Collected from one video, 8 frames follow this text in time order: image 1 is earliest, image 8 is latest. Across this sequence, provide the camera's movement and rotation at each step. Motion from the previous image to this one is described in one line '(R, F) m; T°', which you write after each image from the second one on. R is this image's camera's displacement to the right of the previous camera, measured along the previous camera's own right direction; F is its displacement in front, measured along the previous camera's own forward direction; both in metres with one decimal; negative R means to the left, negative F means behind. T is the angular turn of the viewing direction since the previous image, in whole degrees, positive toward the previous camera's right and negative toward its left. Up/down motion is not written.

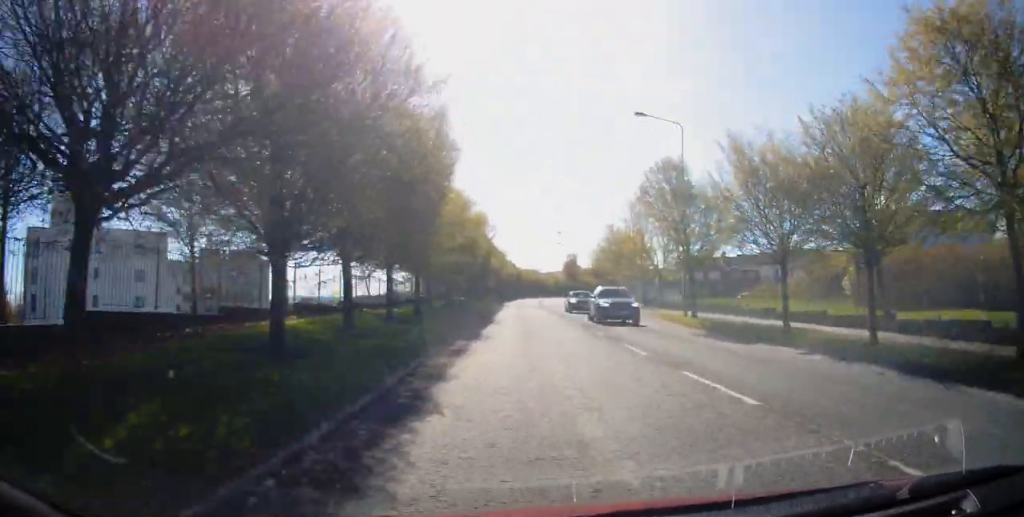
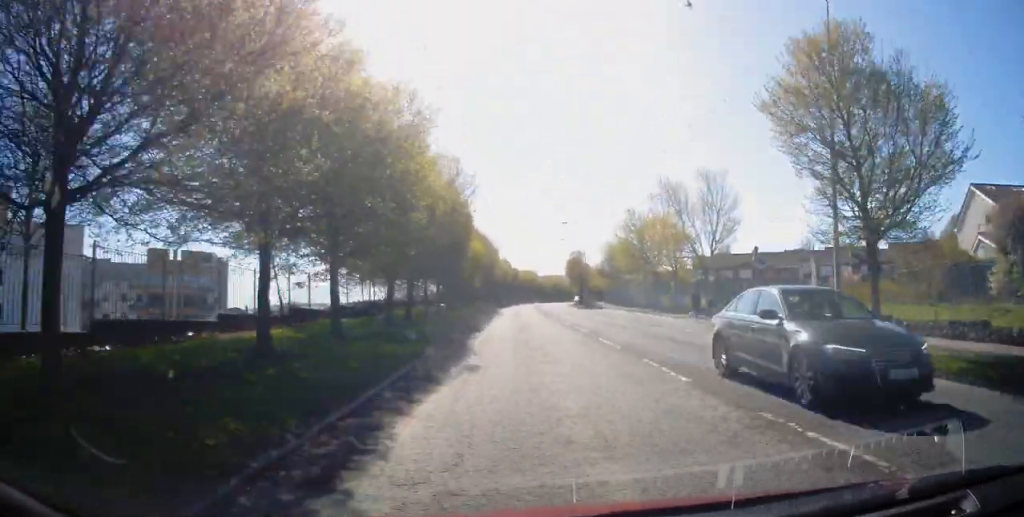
(+1.3, +15.3) m; +5°
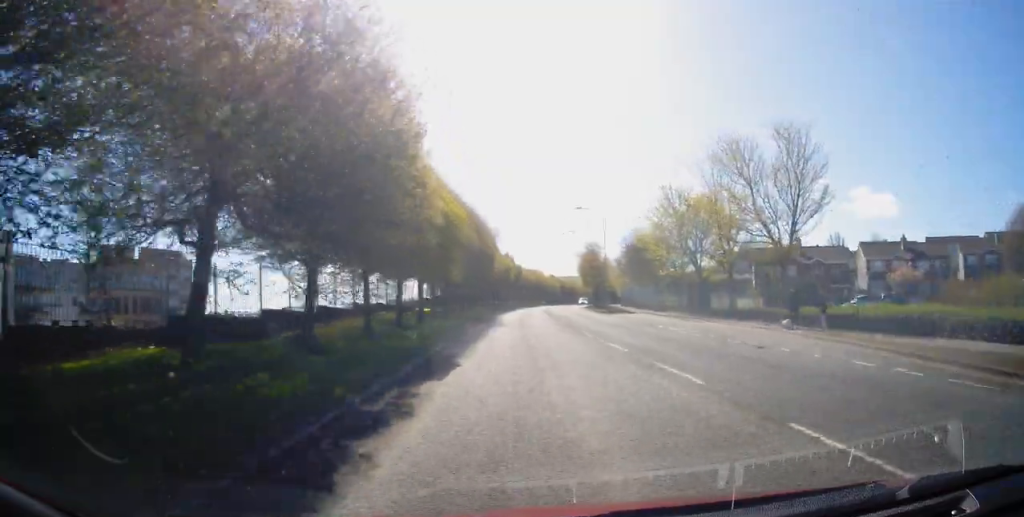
(-0.1, +12.4) m; +1°
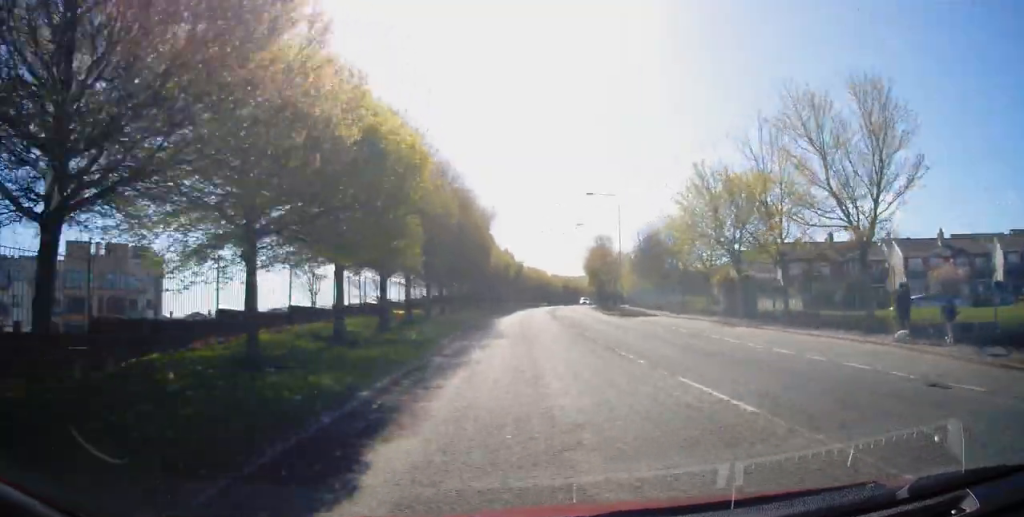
(-0.4, +7.7) m; +2°
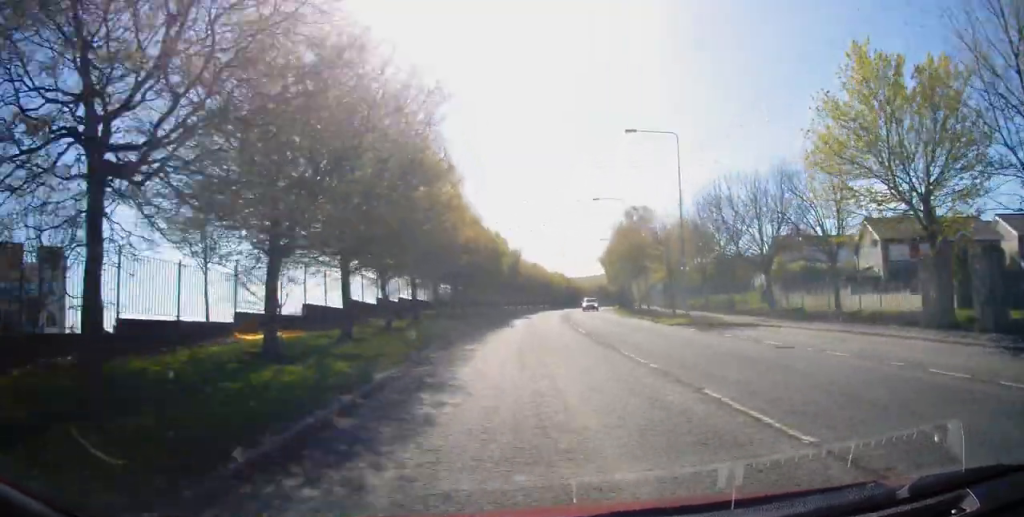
(+1.1, +18.7) m; 0°
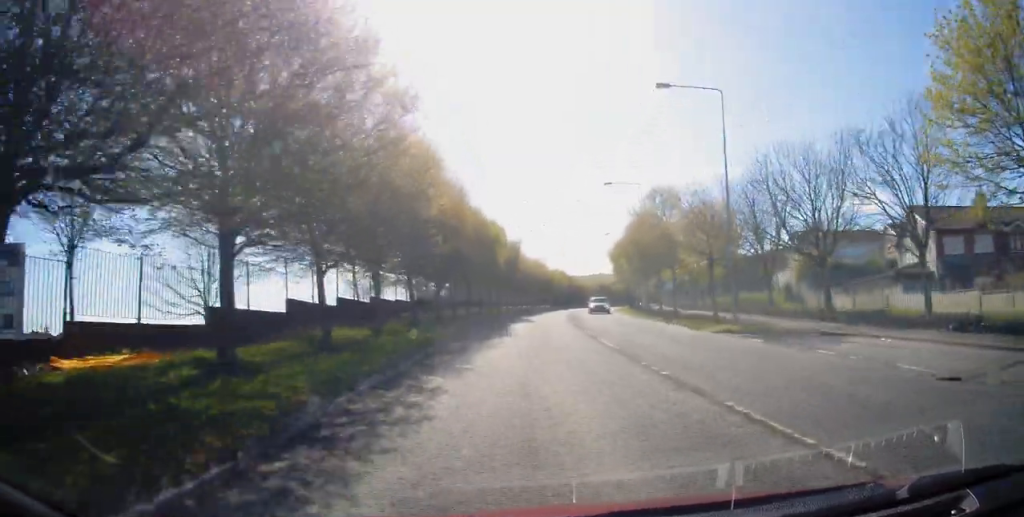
(-0.2, +6.7) m; -2°
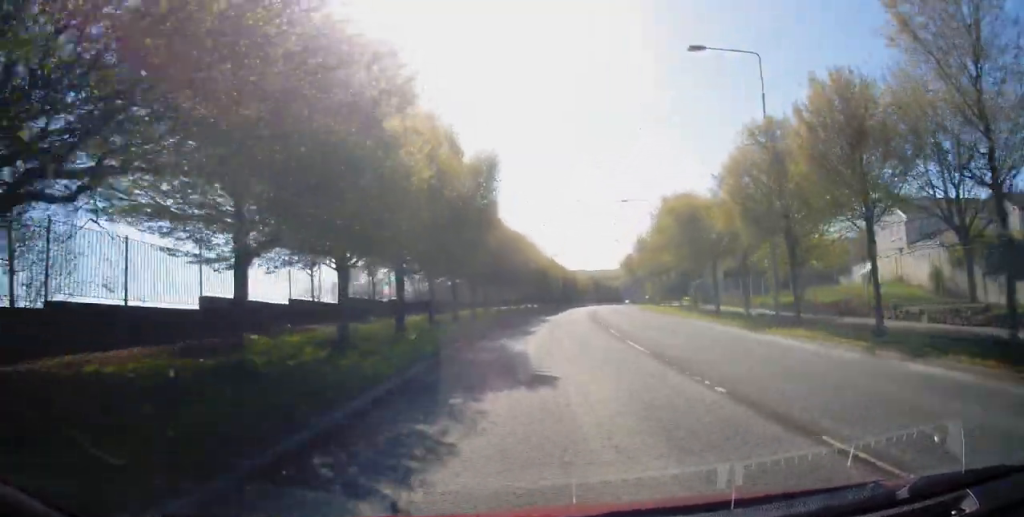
(0.0, +25.7) m; 0°
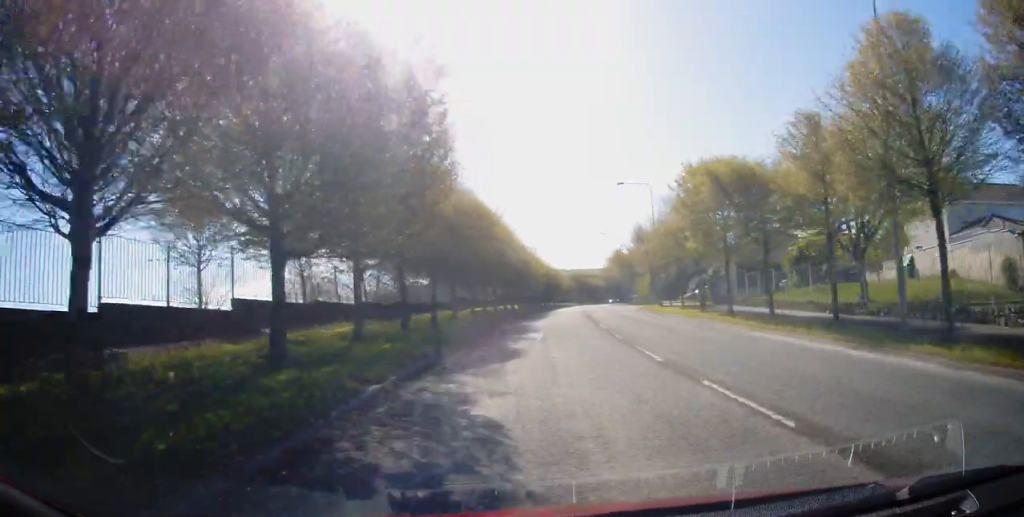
(0.0, +8.4) m; 0°
